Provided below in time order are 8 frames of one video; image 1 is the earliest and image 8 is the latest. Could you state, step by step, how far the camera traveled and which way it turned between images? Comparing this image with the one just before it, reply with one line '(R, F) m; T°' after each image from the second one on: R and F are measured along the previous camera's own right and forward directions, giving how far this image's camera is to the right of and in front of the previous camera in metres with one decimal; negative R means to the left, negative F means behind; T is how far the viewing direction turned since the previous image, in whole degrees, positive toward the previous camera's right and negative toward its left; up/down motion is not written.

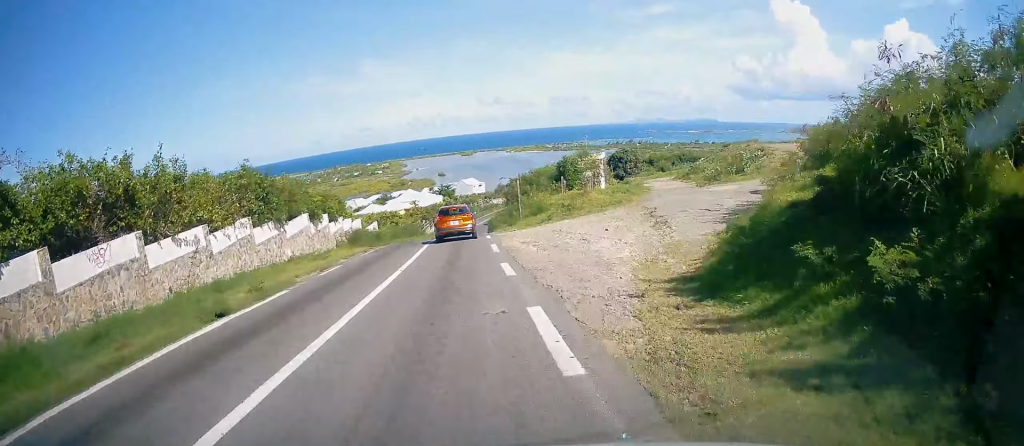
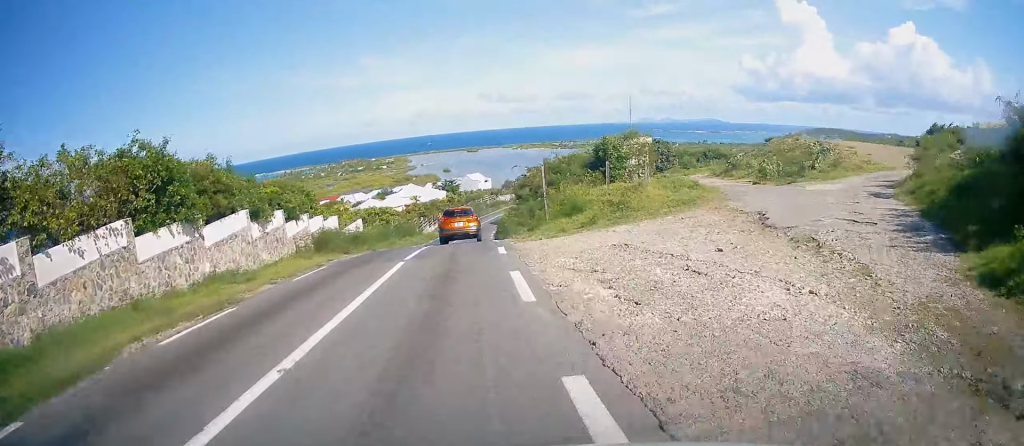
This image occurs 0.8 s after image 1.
(-0.2, +9.6) m; -2°
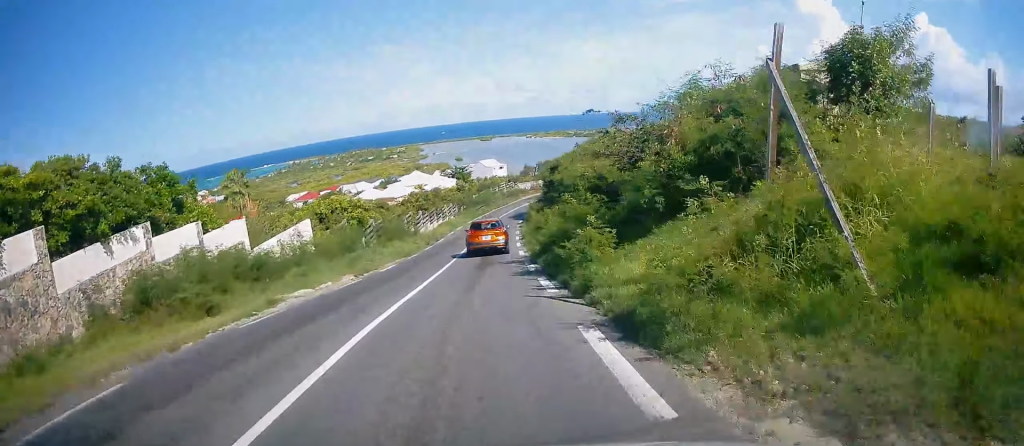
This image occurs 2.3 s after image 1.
(+0.2, +17.7) m; +1°
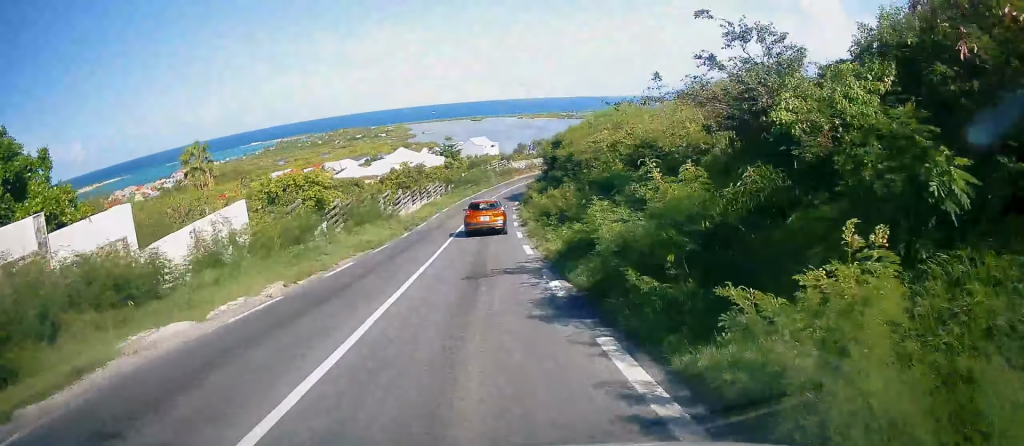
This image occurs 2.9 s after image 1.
(0.0, +7.2) m; 0°
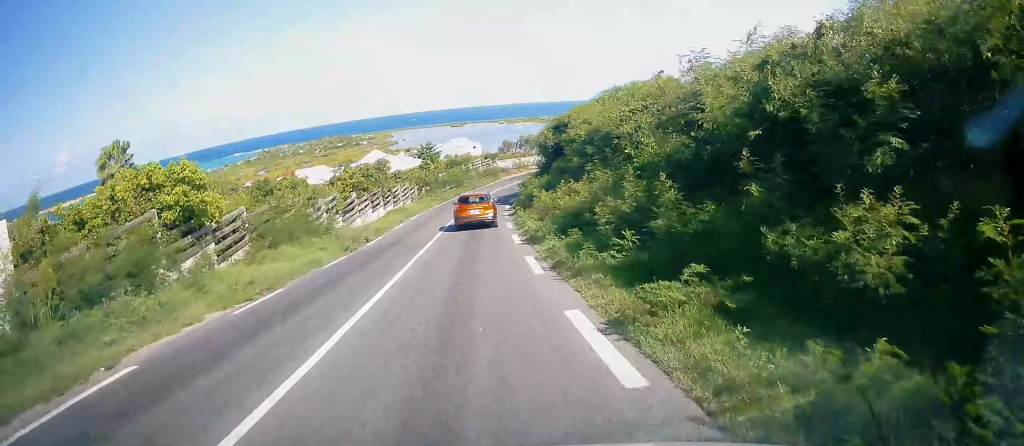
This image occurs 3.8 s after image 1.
(-0.3, +11.7) m; 0°
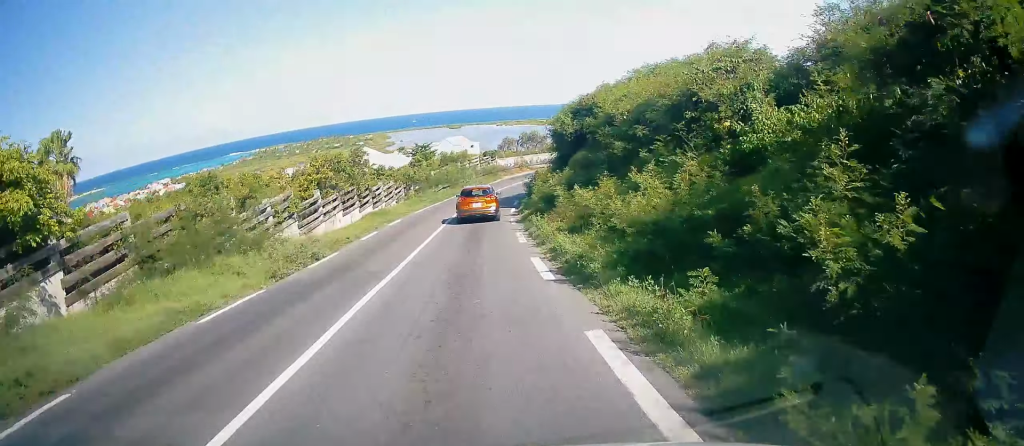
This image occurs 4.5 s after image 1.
(+0.1, +7.8) m; +1°
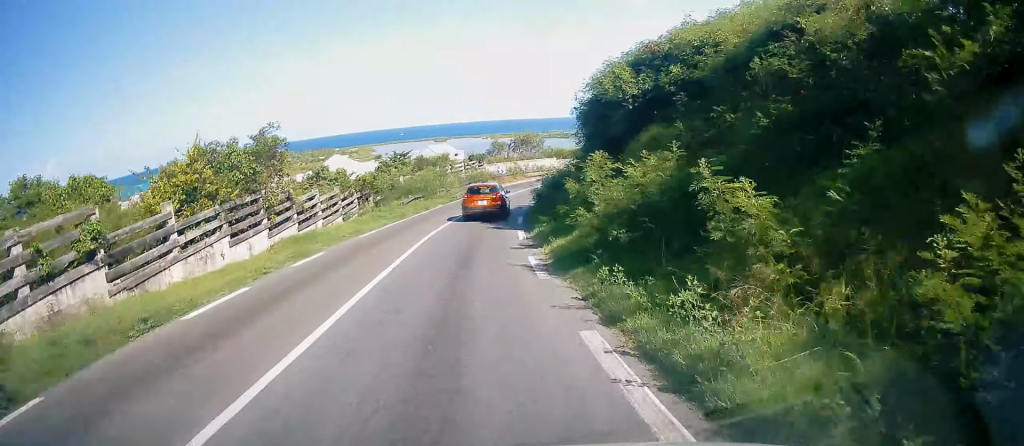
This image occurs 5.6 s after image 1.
(+0.3, +13.3) m; +1°
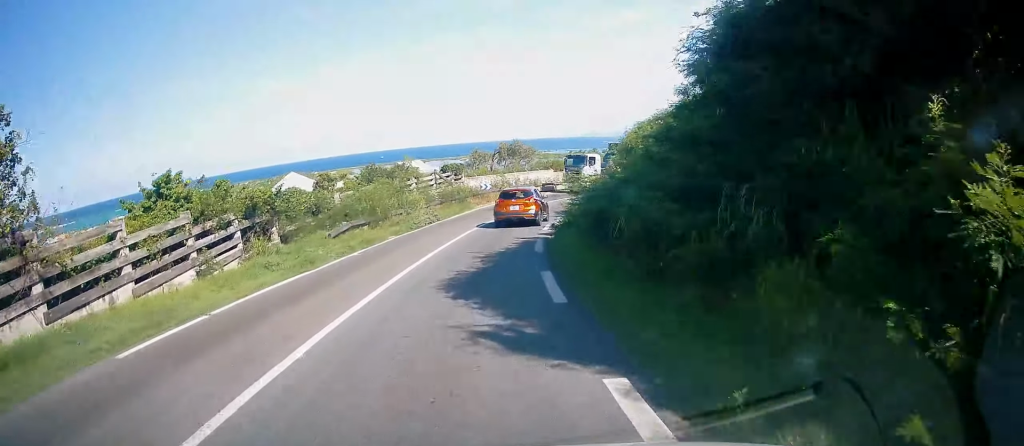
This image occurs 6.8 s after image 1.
(+0.3, +14.5) m; +5°
